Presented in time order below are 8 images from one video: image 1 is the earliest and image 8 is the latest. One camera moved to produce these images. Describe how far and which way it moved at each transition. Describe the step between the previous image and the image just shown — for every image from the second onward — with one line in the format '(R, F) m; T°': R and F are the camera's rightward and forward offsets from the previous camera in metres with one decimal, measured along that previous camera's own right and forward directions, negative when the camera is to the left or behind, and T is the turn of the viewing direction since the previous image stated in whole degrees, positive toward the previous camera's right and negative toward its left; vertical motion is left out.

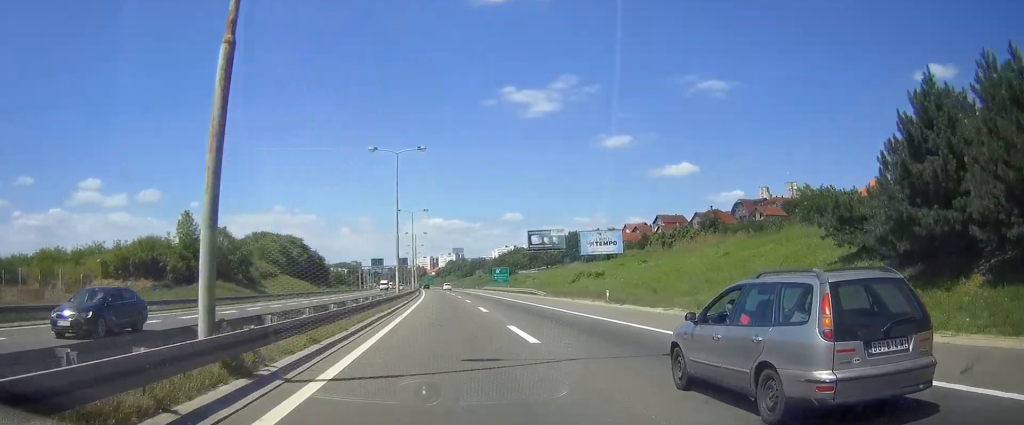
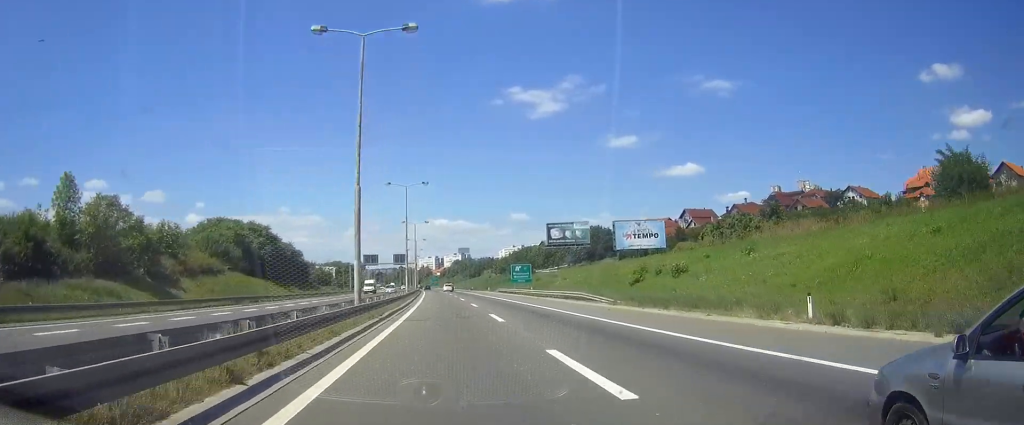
(0.0, +25.8) m; -1°
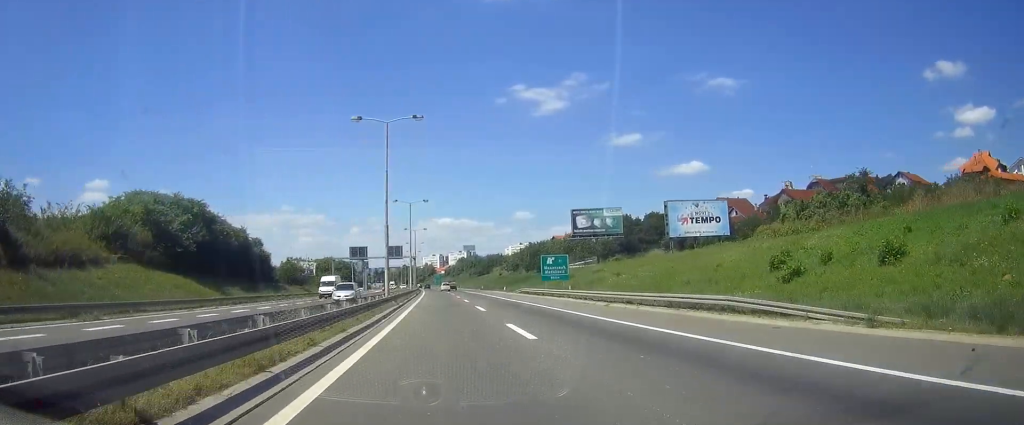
(0.0, +26.8) m; -2°
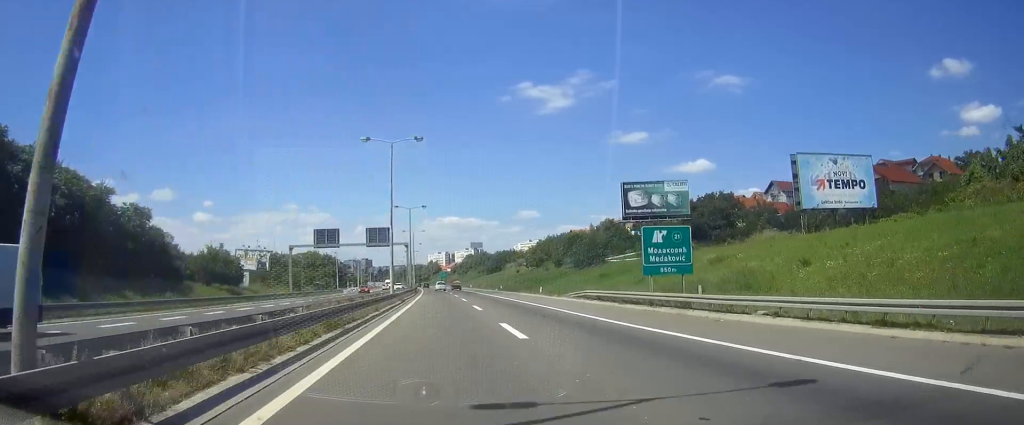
(-1.4, +35.6) m; -2°
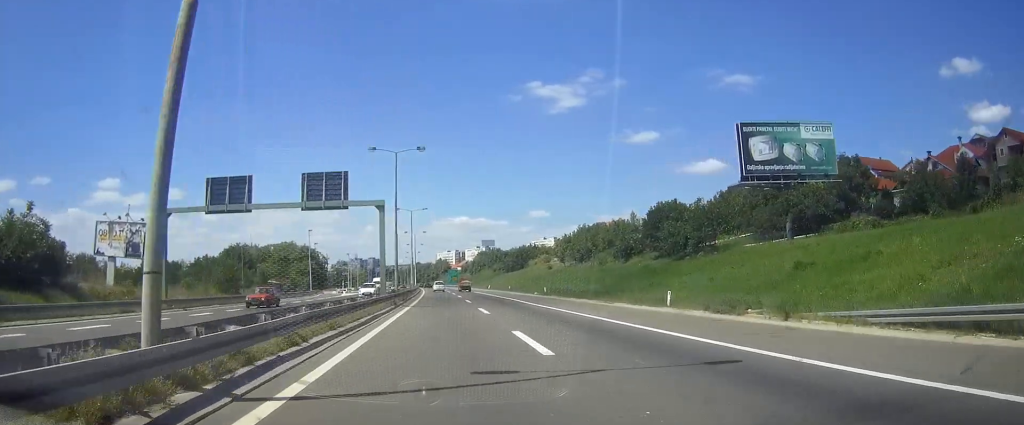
(-0.2, +39.8) m; -1°
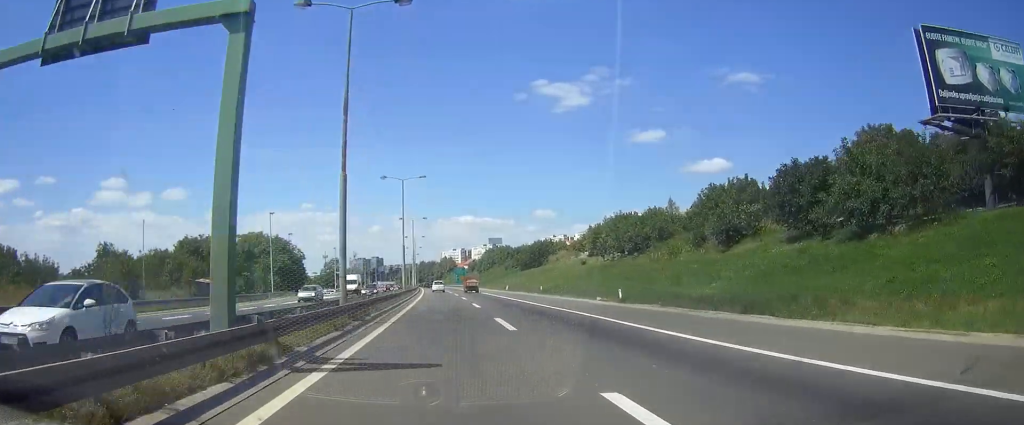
(-0.1, +28.5) m; -1°
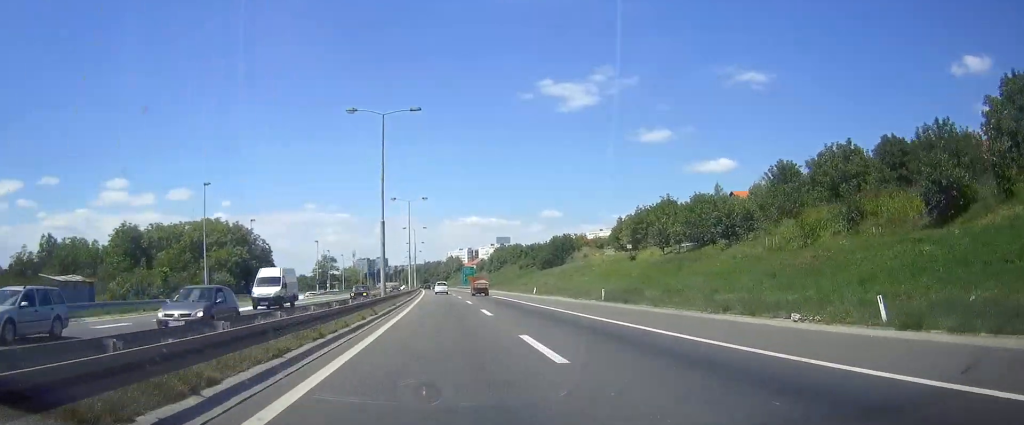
(-0.1, +26.1) m; -1°
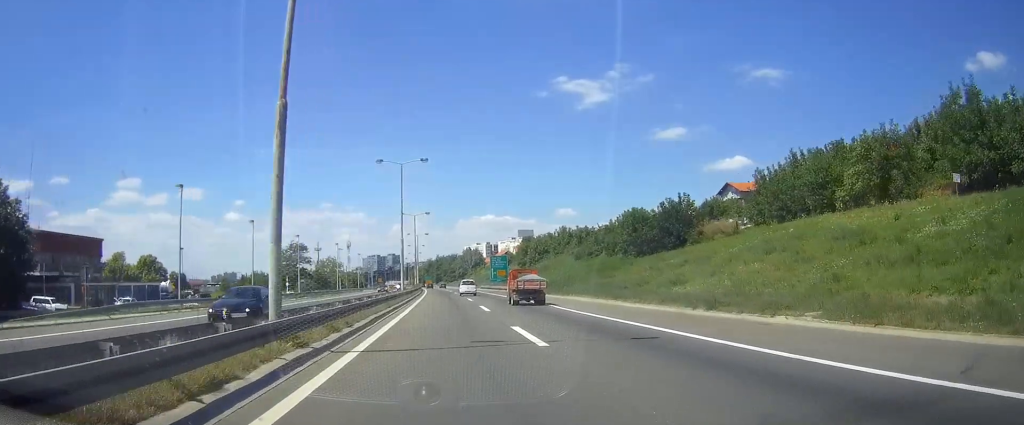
(-0.7, +68.3) m; -1°
